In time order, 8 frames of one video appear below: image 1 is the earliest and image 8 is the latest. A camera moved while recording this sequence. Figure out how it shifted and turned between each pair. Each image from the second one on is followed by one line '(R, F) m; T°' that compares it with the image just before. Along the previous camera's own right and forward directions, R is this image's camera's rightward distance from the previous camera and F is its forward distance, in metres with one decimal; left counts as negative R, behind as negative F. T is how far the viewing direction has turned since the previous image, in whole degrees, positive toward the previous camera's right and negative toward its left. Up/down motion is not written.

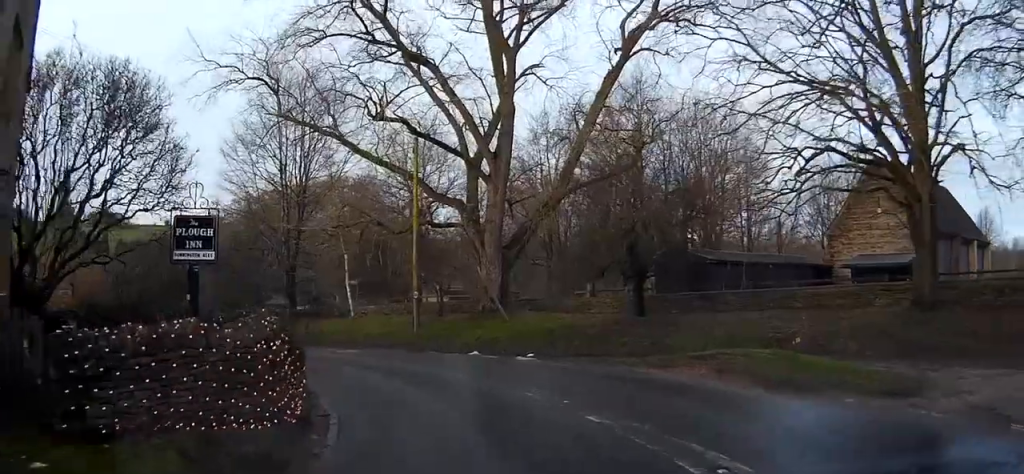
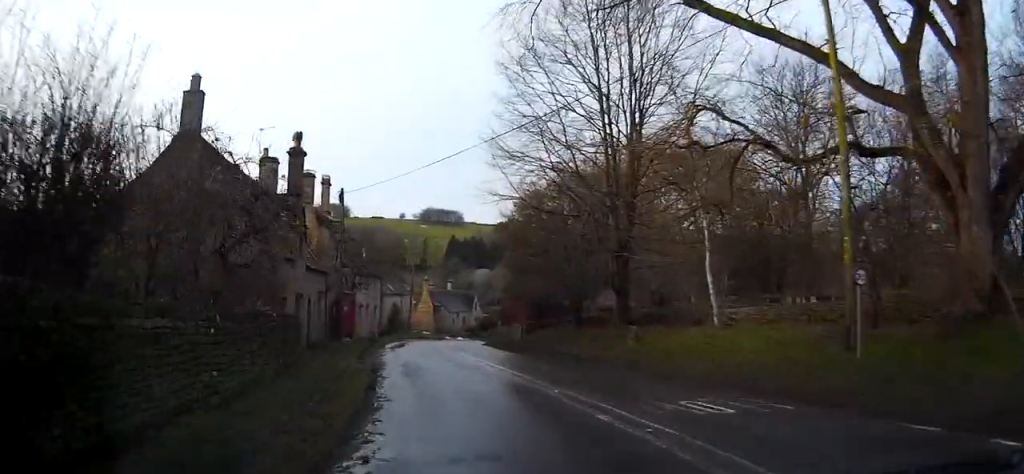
(0.0, +14.6) m; -1°
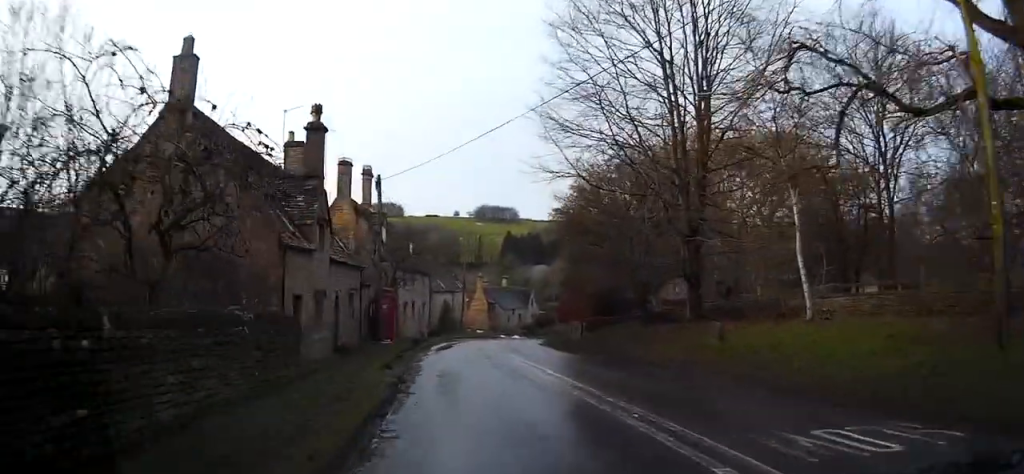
(0.0, +3.4) m; -4°
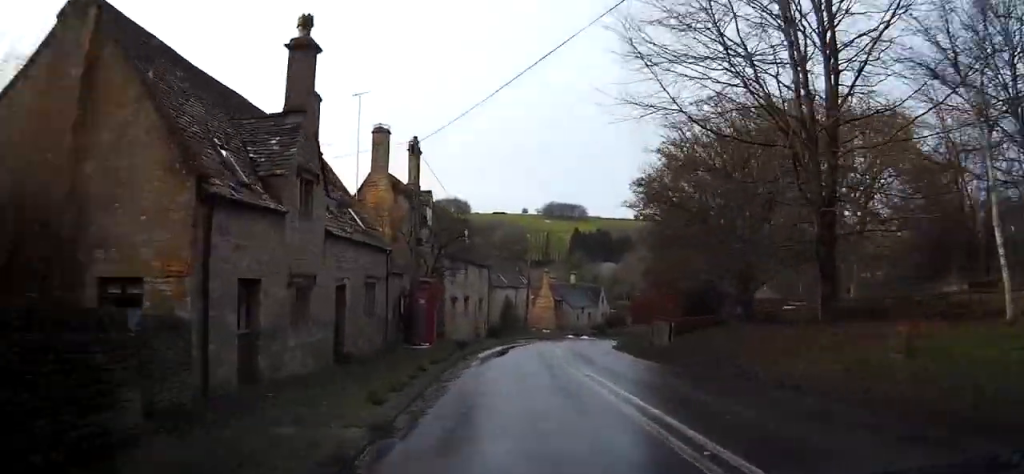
(-0.3, +6.3) m; -11°
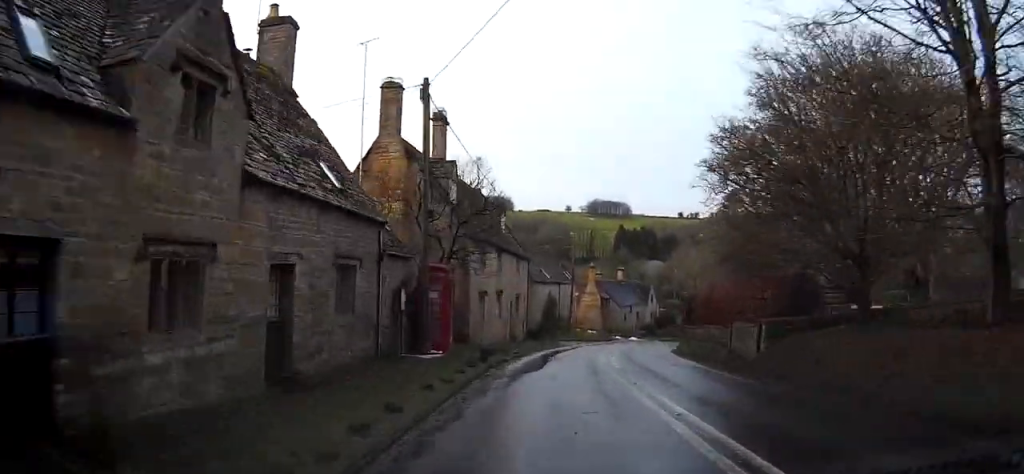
(-0.9, +6.2) m; -8°
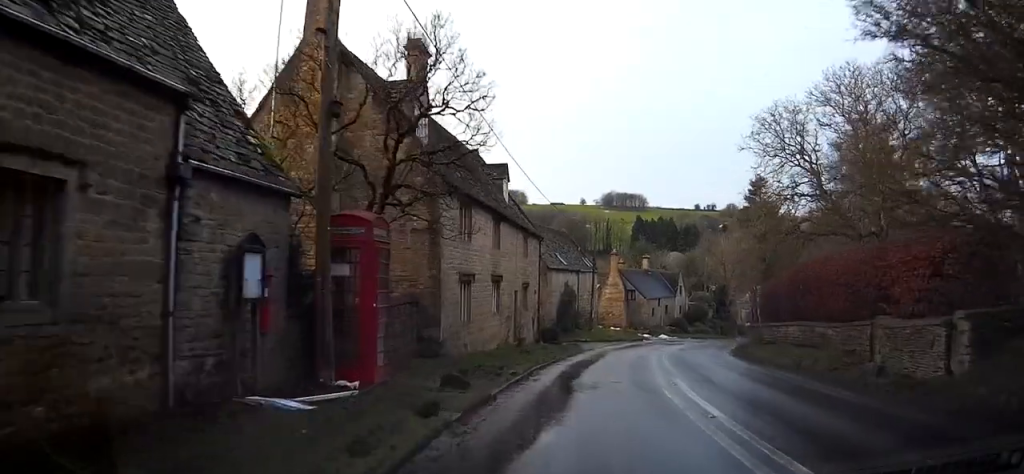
(+0.2, +9.7) m; +3°
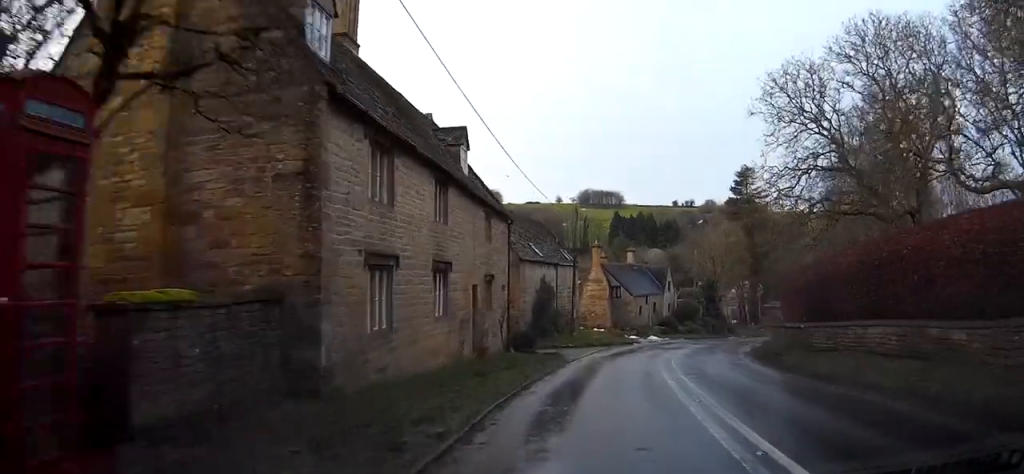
(+0.2, +7.2) m; +2°
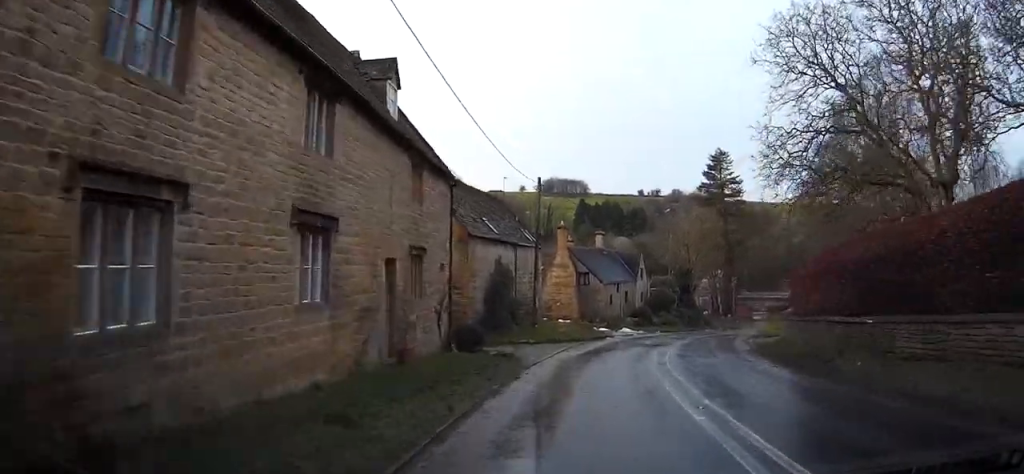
(0.0, +6.7) m; +4°
